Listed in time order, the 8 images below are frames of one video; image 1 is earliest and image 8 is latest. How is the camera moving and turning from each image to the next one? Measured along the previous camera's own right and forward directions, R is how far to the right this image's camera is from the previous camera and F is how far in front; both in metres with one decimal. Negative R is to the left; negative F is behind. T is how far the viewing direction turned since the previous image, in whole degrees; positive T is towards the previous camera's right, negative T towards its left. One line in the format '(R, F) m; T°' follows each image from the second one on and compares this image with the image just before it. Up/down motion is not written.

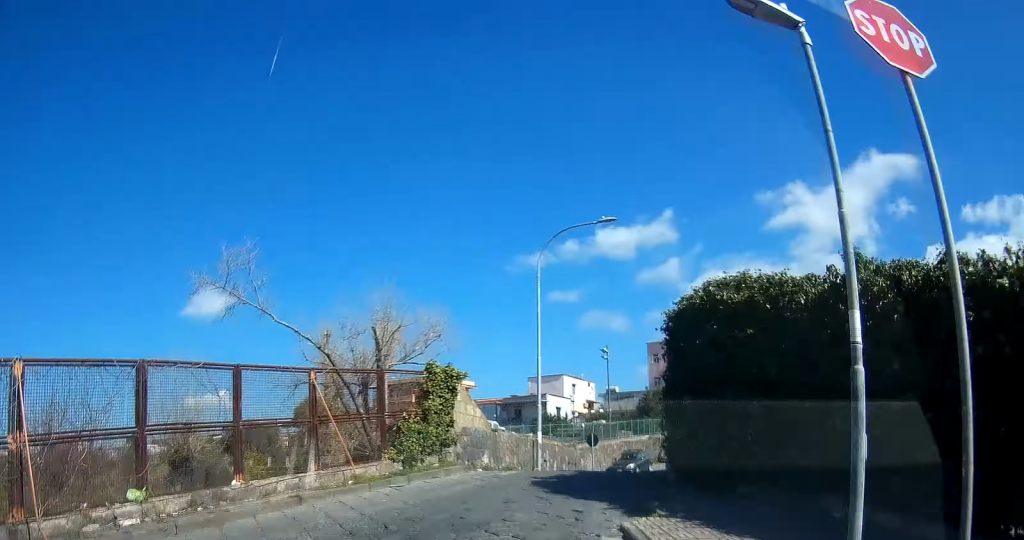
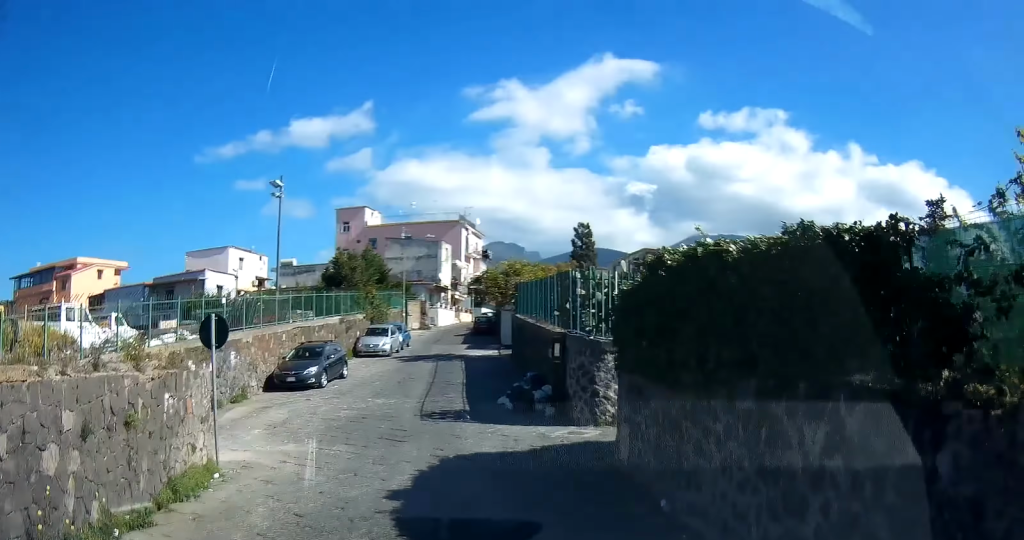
(+3.1, +24.9) m; +14°
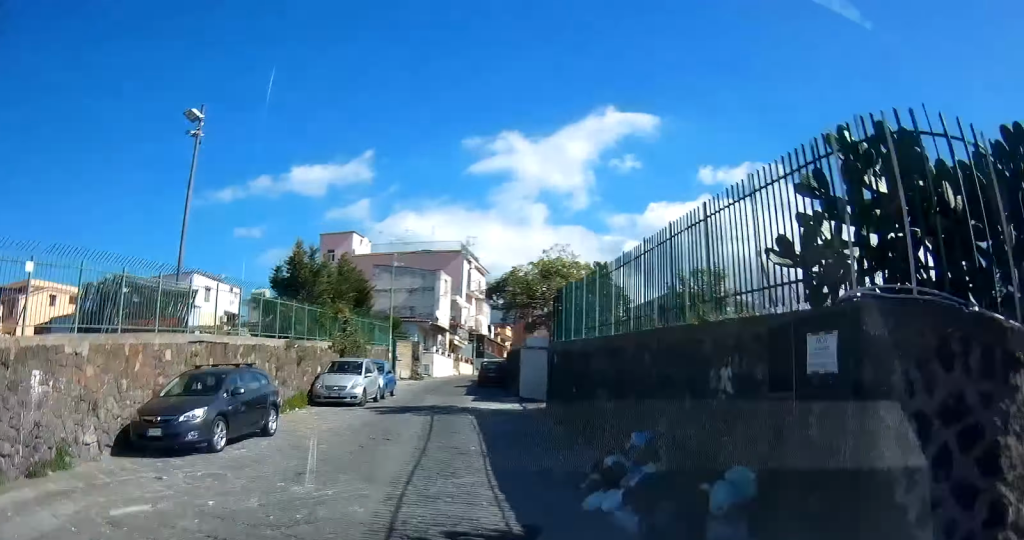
(+2.1, +12.3) m; +5°
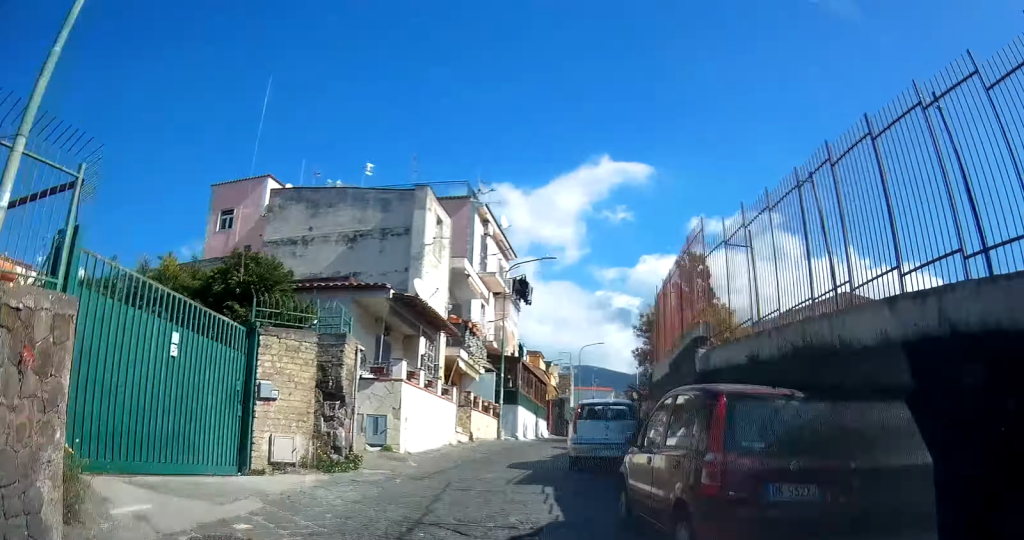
(+1.9, +34.6) m; +9°
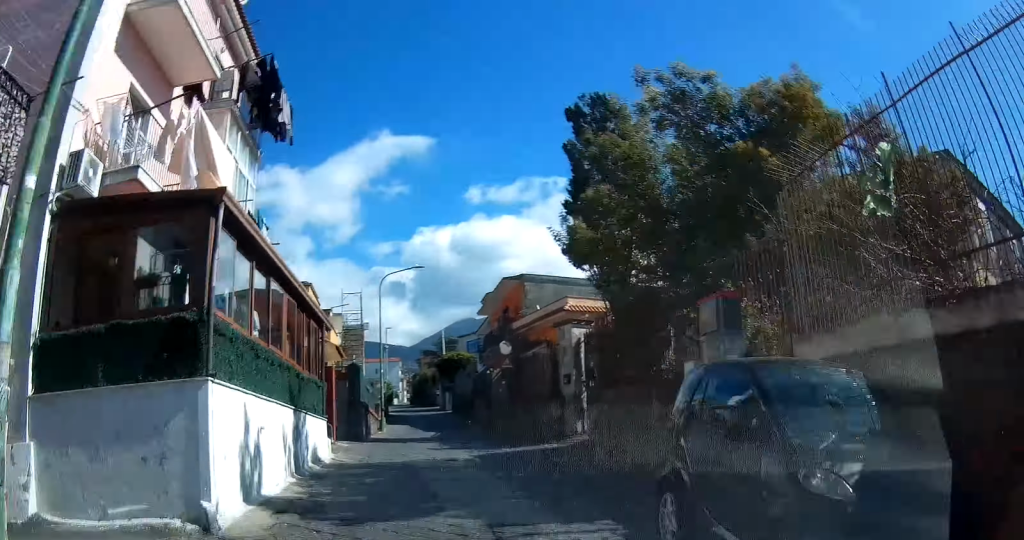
(+2.3, +23.2) m; +5°
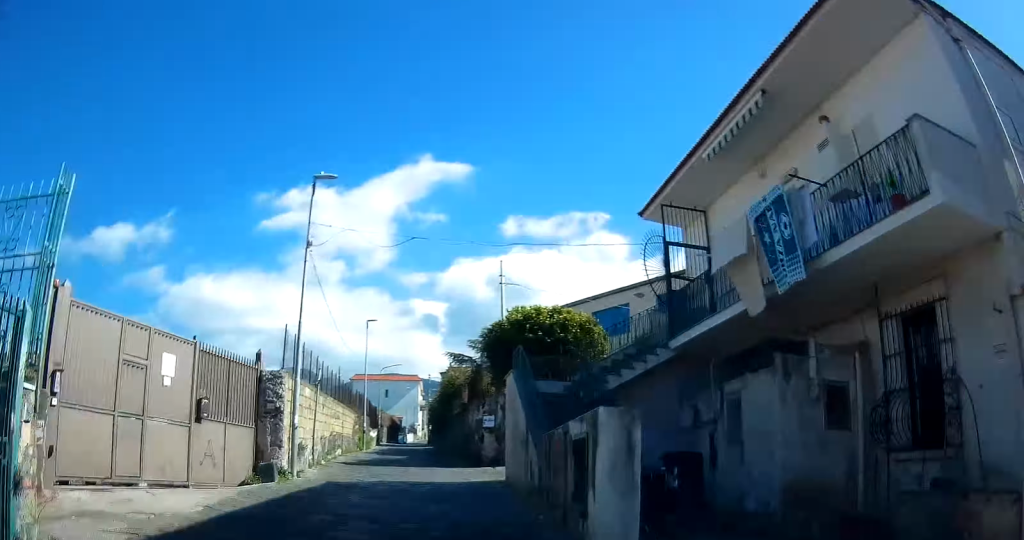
(+1.2, +45.9) m; +1°
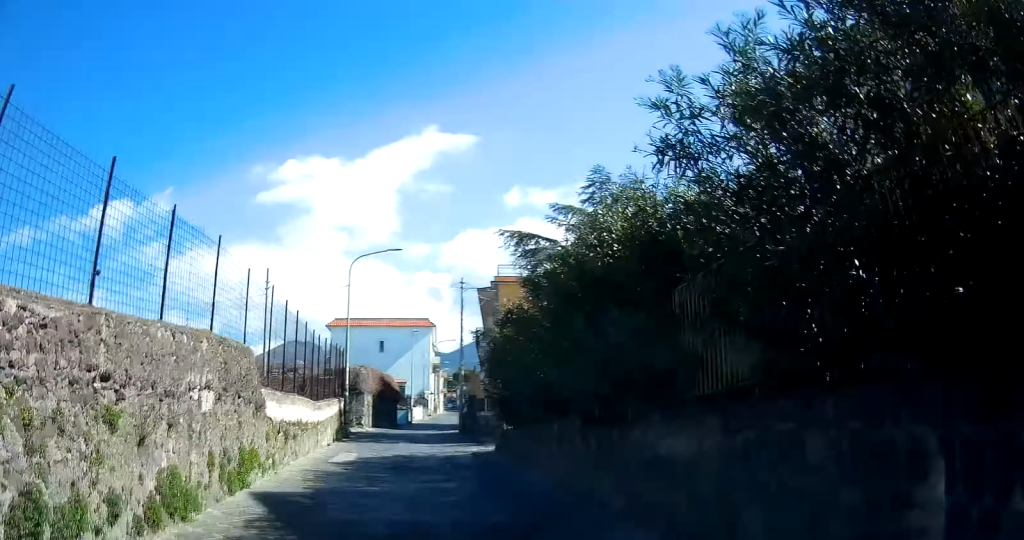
(+0.1, +42.3) m; +2°
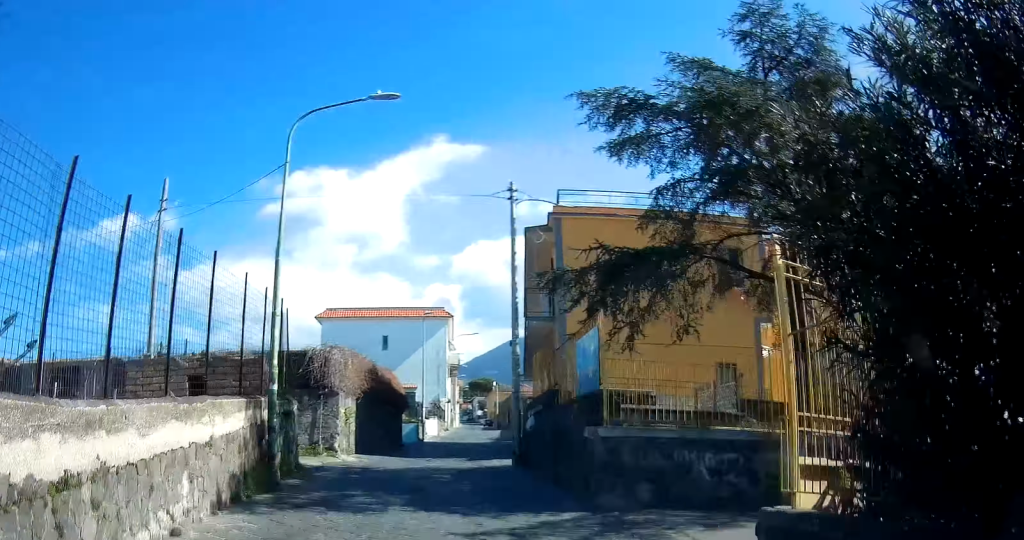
(+0.1, +15.1) m; +1°
